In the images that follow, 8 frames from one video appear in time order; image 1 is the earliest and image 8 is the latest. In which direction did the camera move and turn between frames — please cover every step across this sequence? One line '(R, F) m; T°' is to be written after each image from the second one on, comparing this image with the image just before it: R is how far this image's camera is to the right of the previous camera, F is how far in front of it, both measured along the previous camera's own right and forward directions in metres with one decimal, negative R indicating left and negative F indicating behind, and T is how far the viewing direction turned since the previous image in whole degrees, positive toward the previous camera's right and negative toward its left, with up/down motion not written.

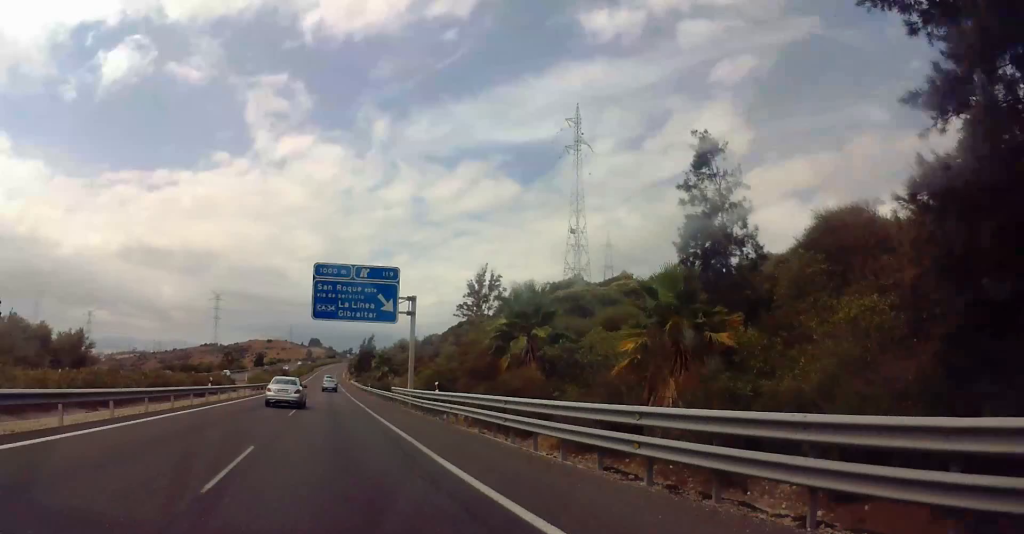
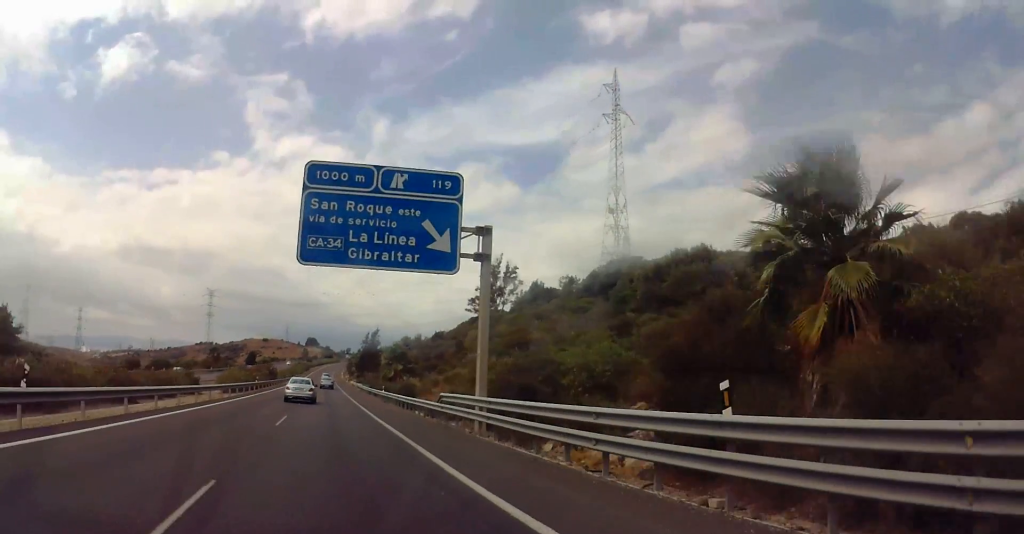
(+0.3, +21.5) m; 0°
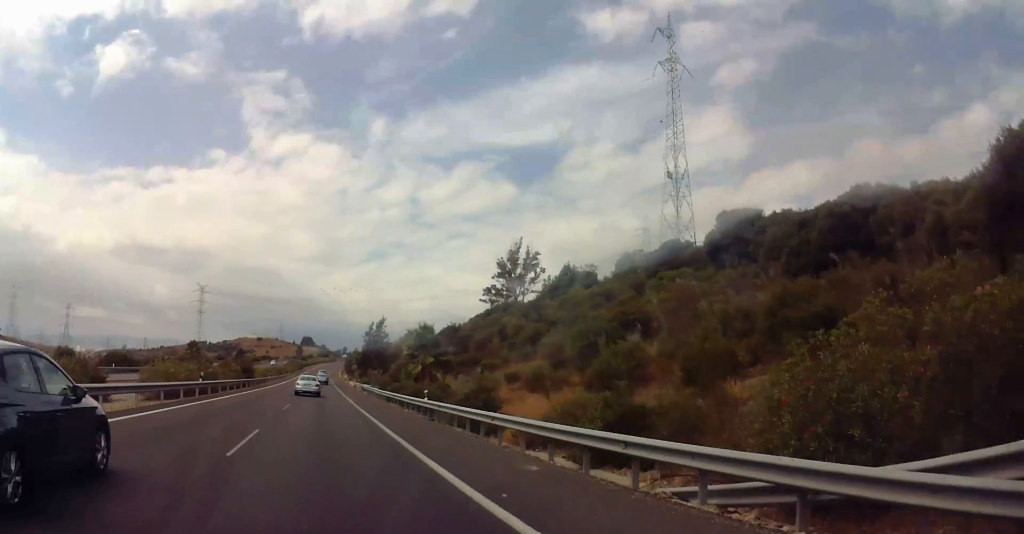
(0.0, +26.7) m; 0°
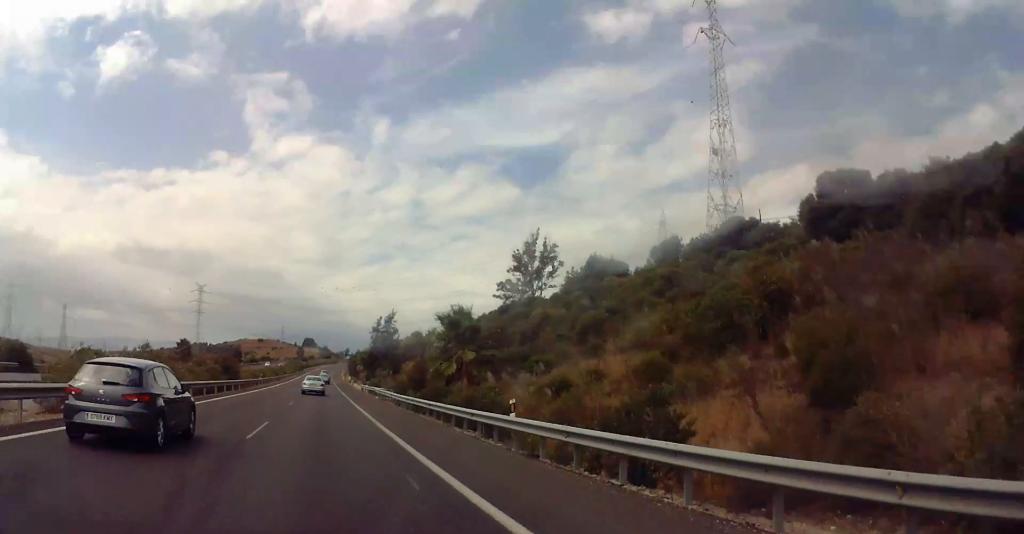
(-0.1, +13.4) m; 0°
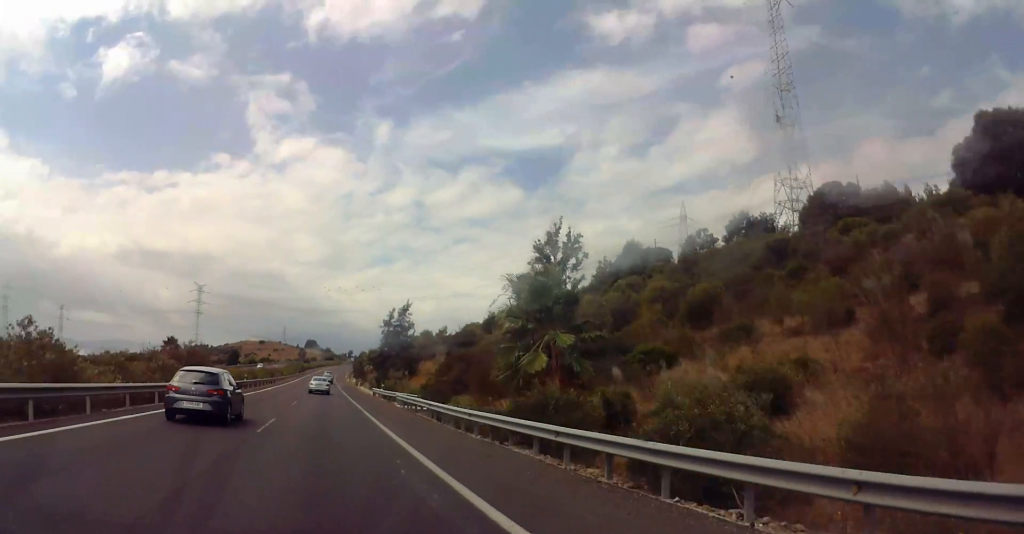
(0.0, +14.5) m; 0°
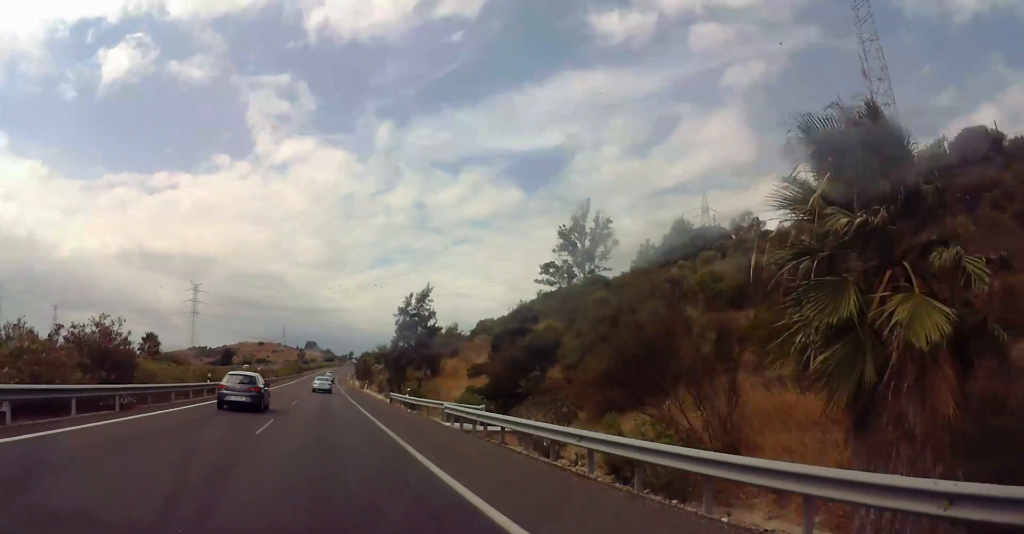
(0.0, +17.6) m; 0°
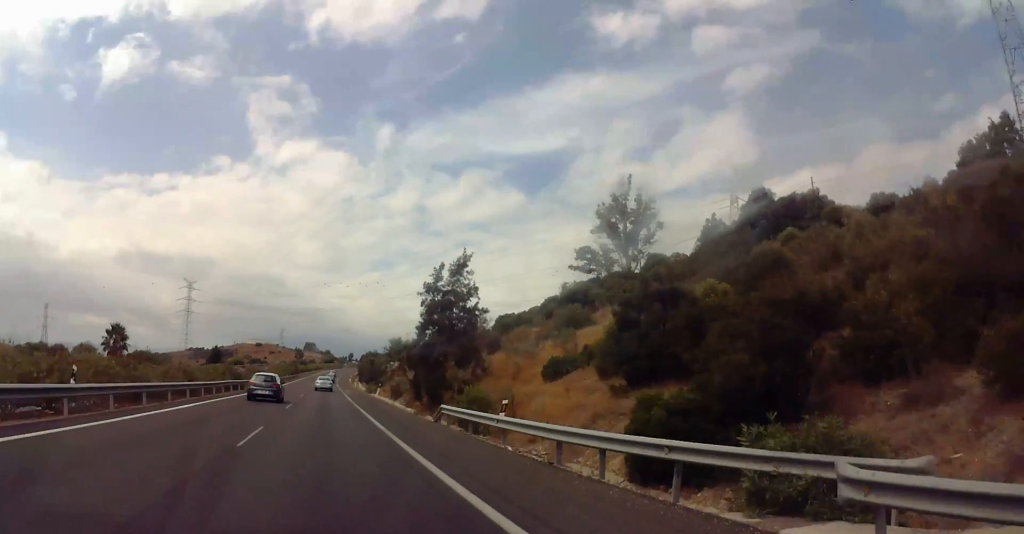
(0.0, +20.6) m; 0°
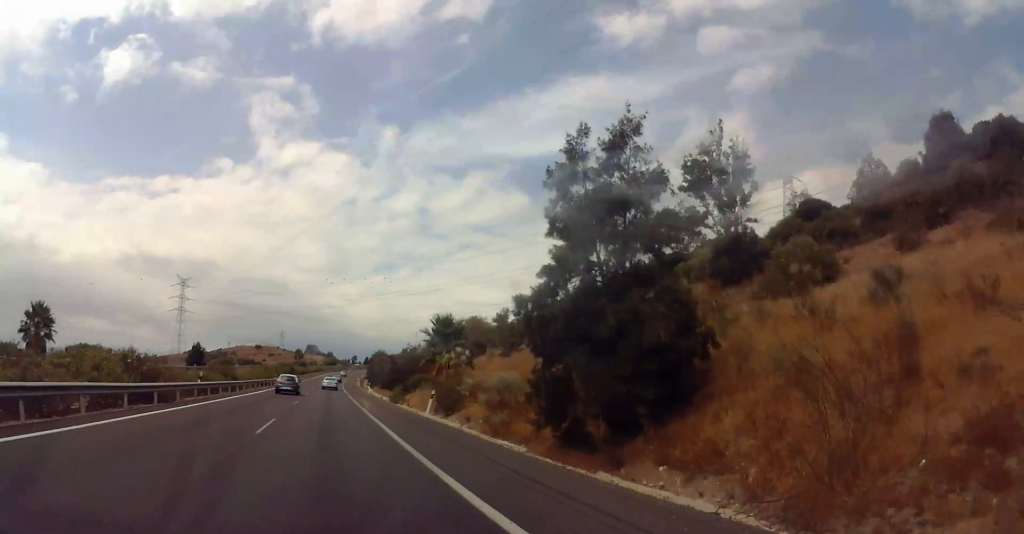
(0.0, +31.8) m; 0°
